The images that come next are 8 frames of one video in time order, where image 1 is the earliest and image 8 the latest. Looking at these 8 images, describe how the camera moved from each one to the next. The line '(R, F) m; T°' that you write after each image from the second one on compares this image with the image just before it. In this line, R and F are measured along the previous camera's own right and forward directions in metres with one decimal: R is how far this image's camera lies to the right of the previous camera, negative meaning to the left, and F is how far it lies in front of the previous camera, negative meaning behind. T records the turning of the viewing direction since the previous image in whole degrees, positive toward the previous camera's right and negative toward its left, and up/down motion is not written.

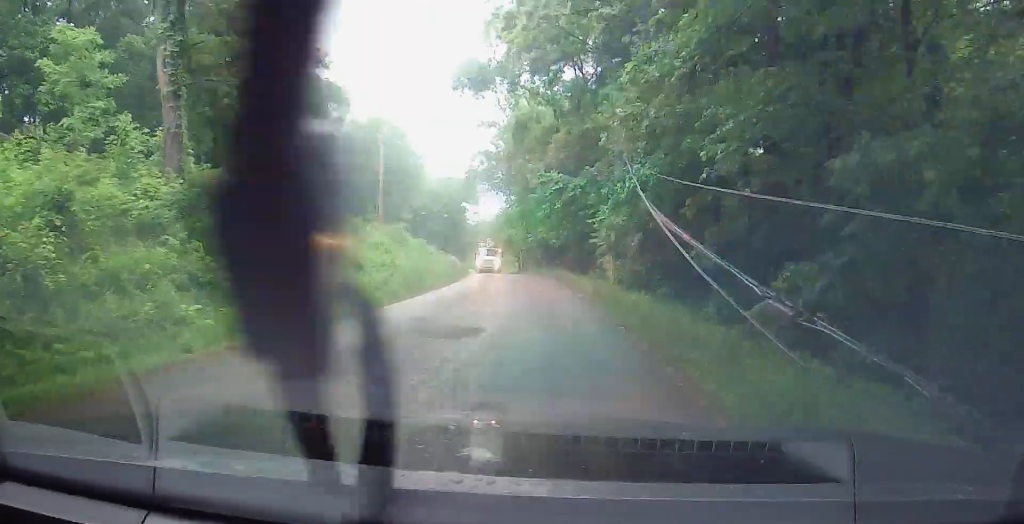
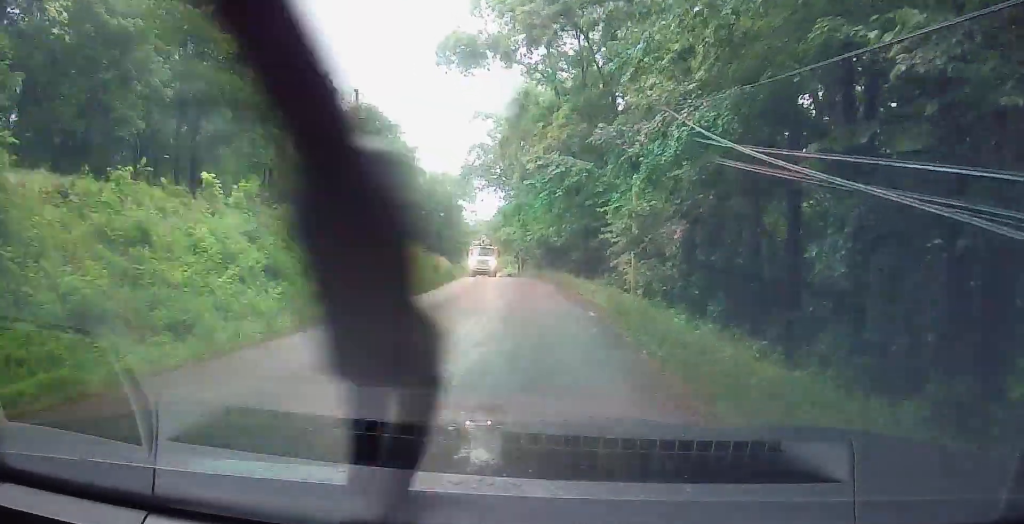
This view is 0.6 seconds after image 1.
(+0.4, +7.2) m; 0°
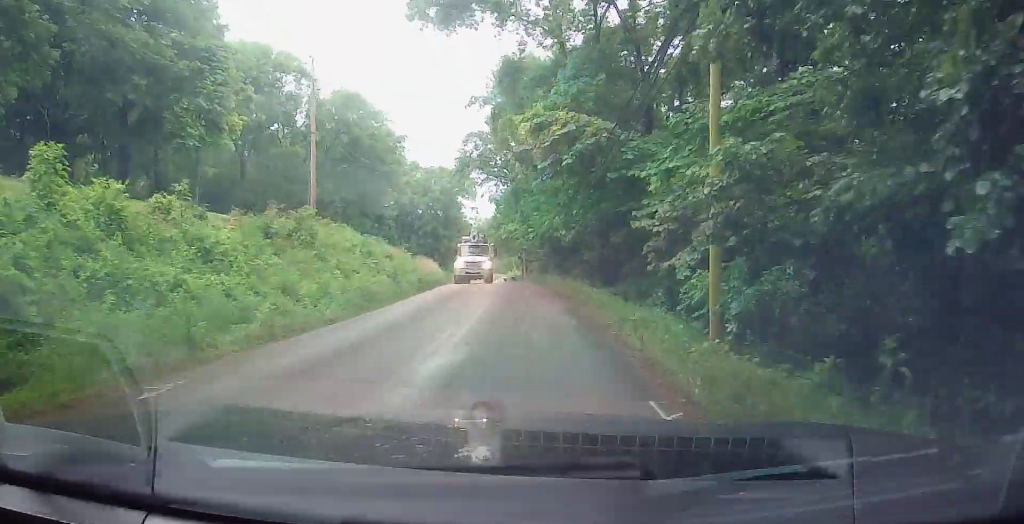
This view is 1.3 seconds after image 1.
(-0.5, +9.5) m; -3°
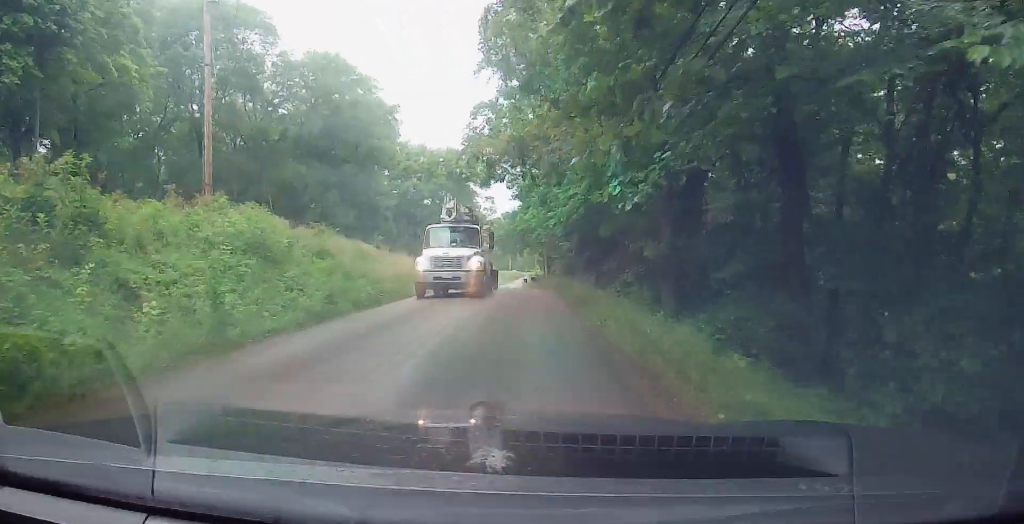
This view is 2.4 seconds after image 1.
(-0.4, +13.9) m; -2°
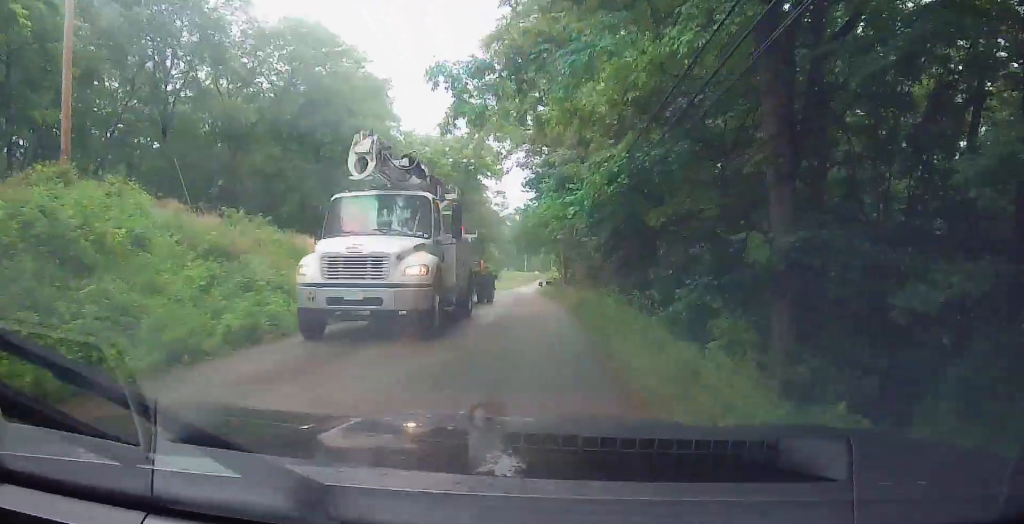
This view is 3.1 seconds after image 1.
(0.0, +8.8) m; -1°
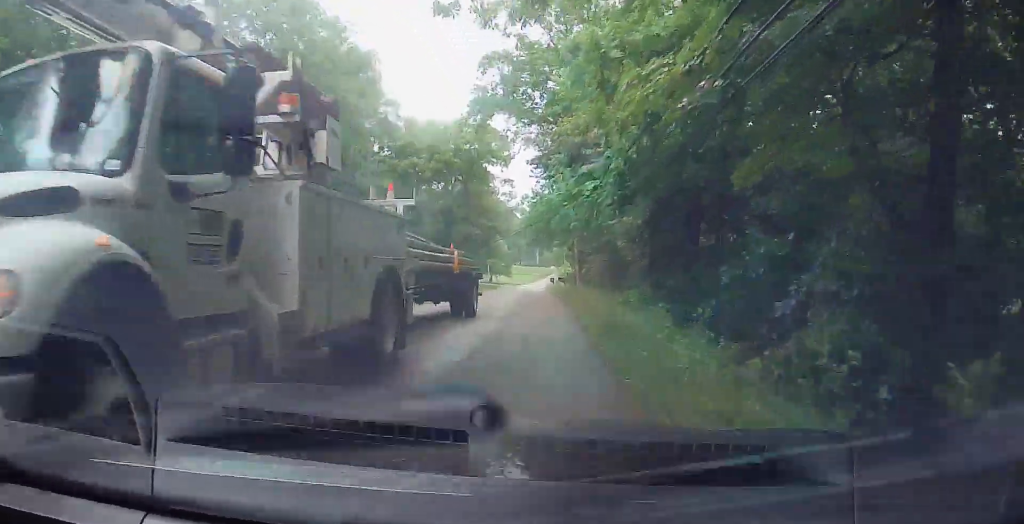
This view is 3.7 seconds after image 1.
(0.0, +6.5) m; -1°
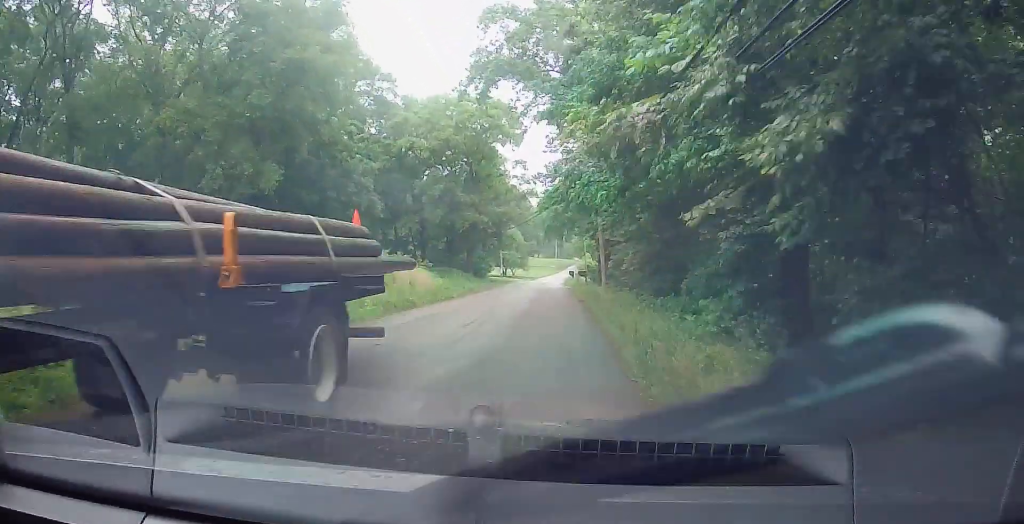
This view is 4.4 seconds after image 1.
(-0.2, +8.5) m; -1°
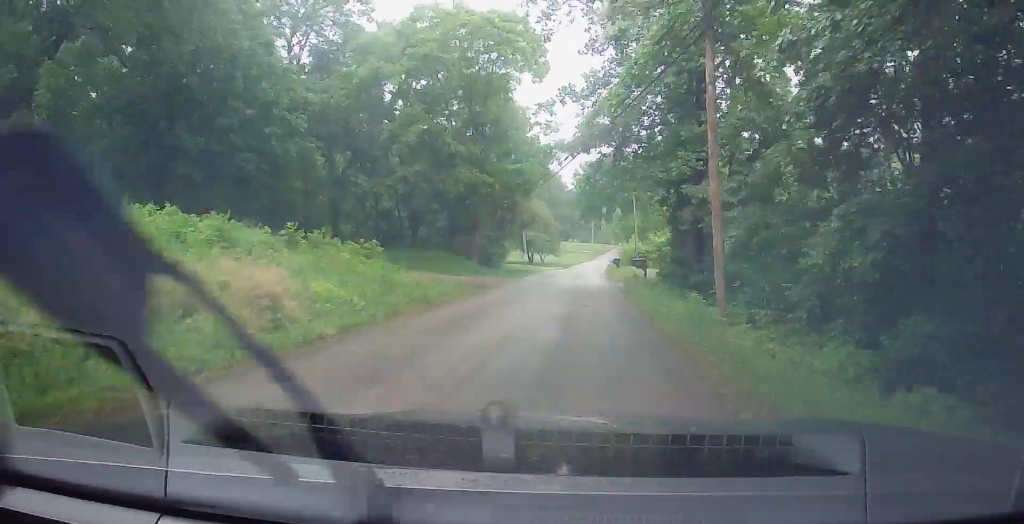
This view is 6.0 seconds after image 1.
(-0.2, +19.1) m; -2°
